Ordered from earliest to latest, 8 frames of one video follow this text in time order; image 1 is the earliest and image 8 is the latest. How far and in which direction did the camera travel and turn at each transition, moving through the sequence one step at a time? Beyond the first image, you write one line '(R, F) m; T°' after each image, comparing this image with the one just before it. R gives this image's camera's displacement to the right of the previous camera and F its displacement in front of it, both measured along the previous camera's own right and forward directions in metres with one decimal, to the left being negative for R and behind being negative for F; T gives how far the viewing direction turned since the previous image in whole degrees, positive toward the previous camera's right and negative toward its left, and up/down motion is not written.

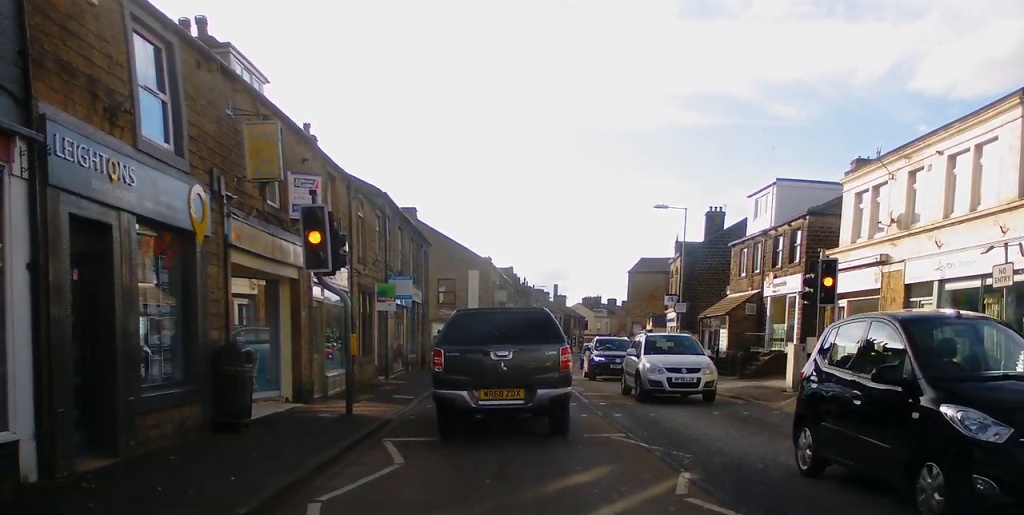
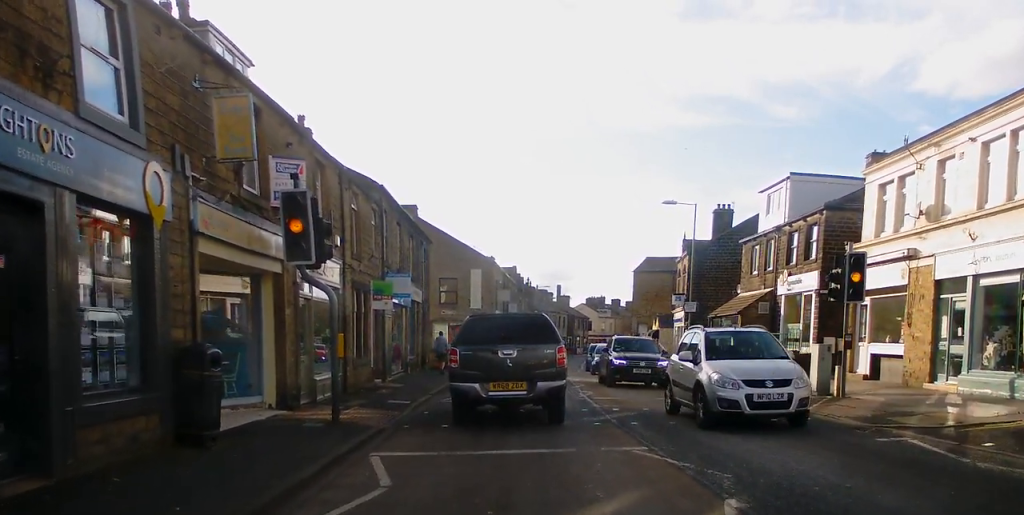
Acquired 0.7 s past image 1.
(+0.2, +0.8) m; +2°
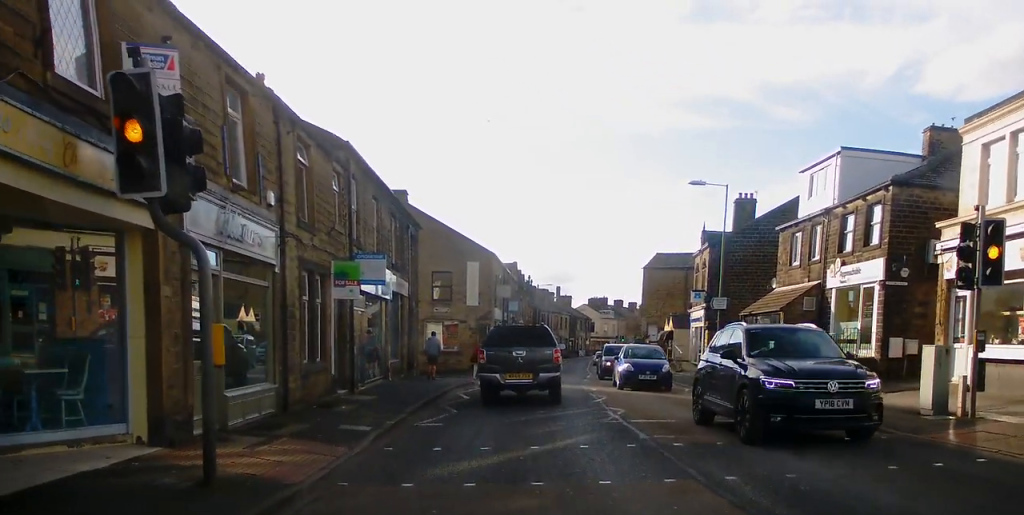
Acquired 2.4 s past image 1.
(+0.2, +4.4) m; +4°
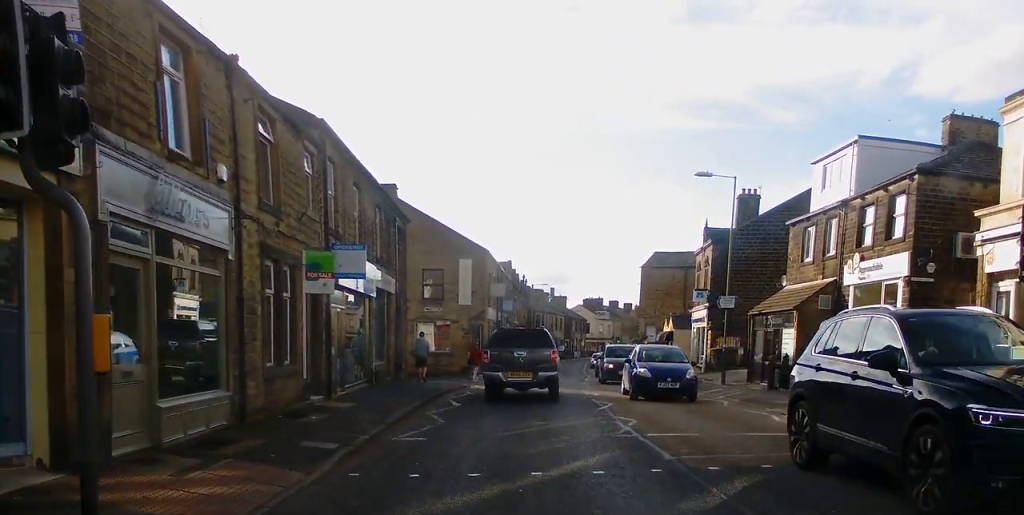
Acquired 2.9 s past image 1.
(+0.1, +2.0) m; +3°
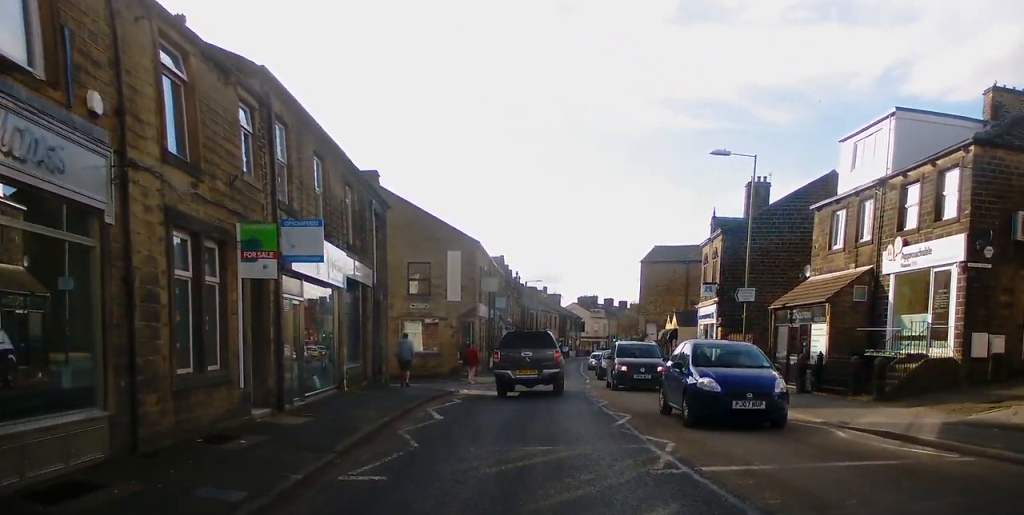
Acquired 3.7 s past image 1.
(+0.1, +3.3) m; +2°
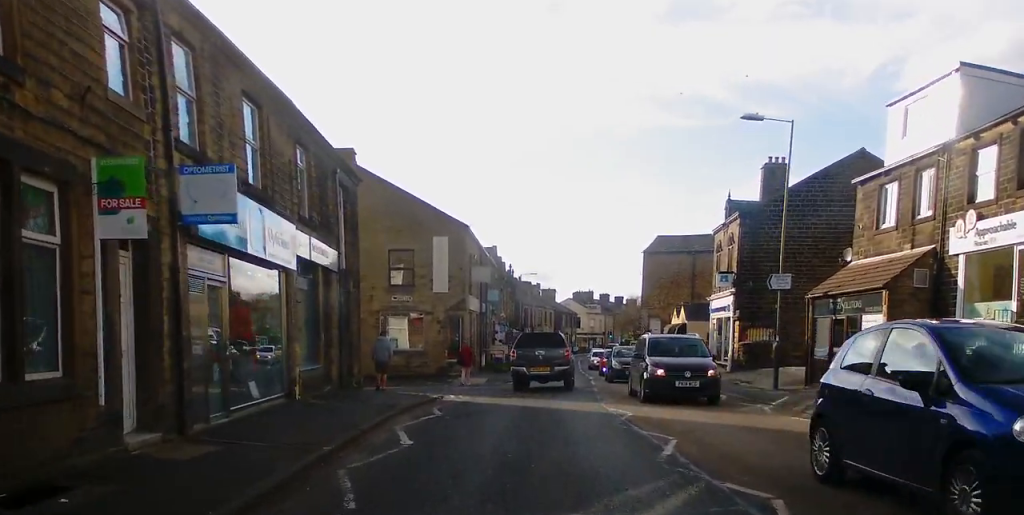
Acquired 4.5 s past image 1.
(+0.1, +4.1) m; -1°
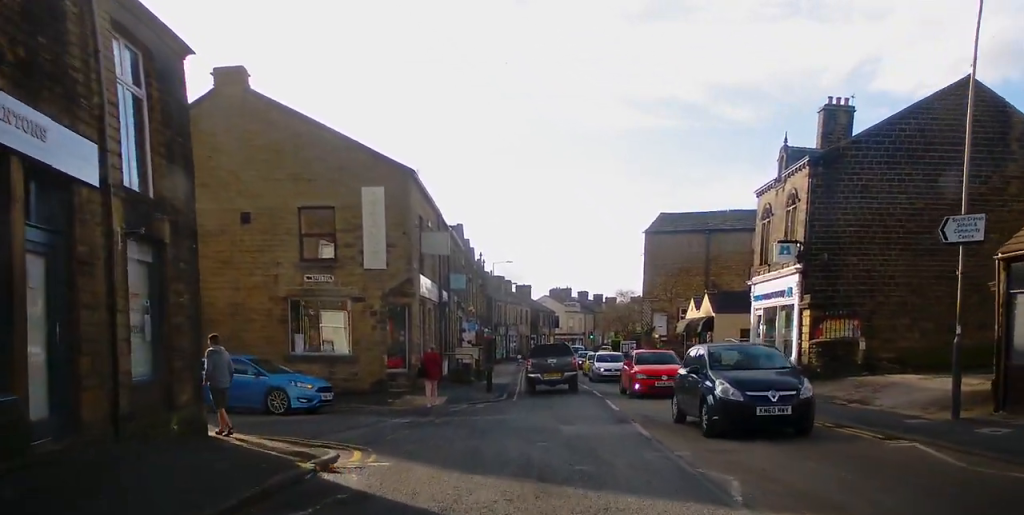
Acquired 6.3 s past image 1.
(-0.6, +11.4) m; +2°
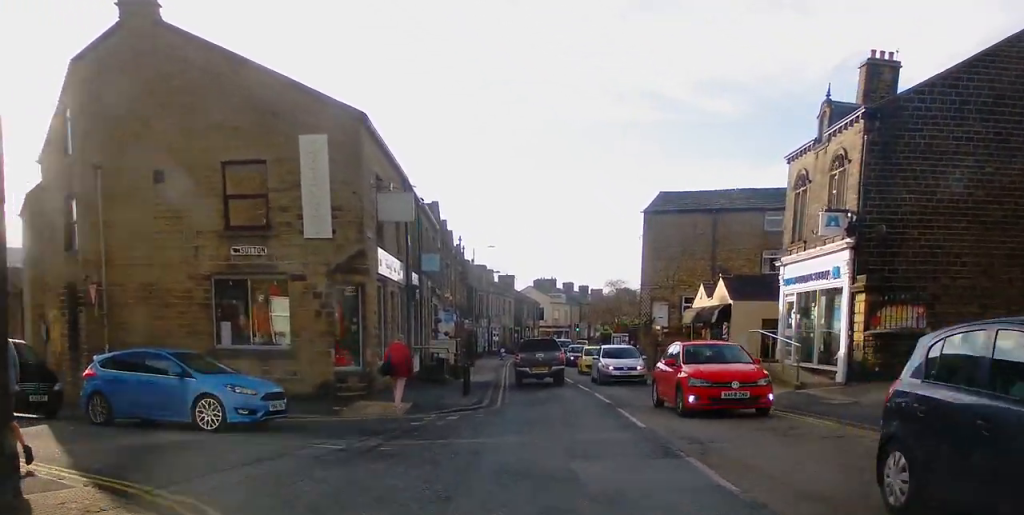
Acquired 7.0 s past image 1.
(+0.4, +5.4) m; +4°
